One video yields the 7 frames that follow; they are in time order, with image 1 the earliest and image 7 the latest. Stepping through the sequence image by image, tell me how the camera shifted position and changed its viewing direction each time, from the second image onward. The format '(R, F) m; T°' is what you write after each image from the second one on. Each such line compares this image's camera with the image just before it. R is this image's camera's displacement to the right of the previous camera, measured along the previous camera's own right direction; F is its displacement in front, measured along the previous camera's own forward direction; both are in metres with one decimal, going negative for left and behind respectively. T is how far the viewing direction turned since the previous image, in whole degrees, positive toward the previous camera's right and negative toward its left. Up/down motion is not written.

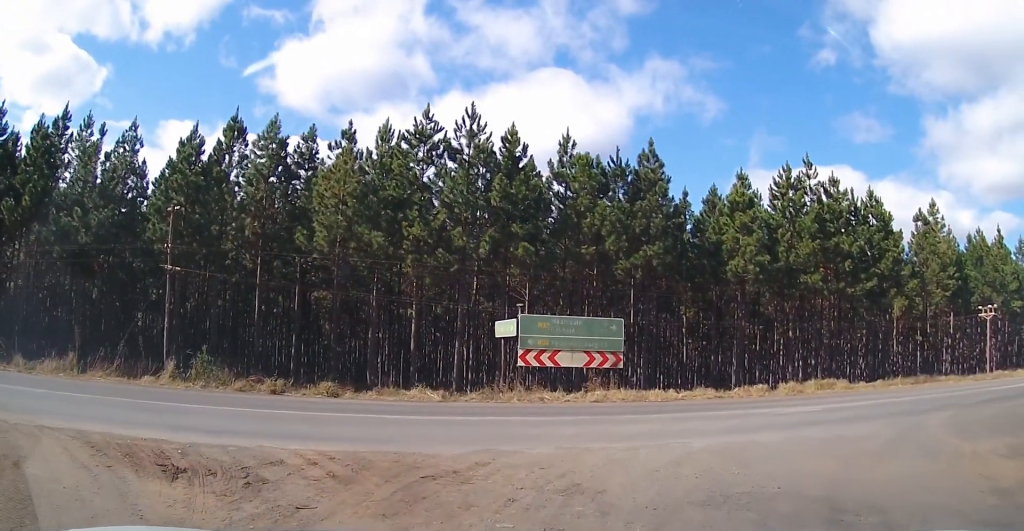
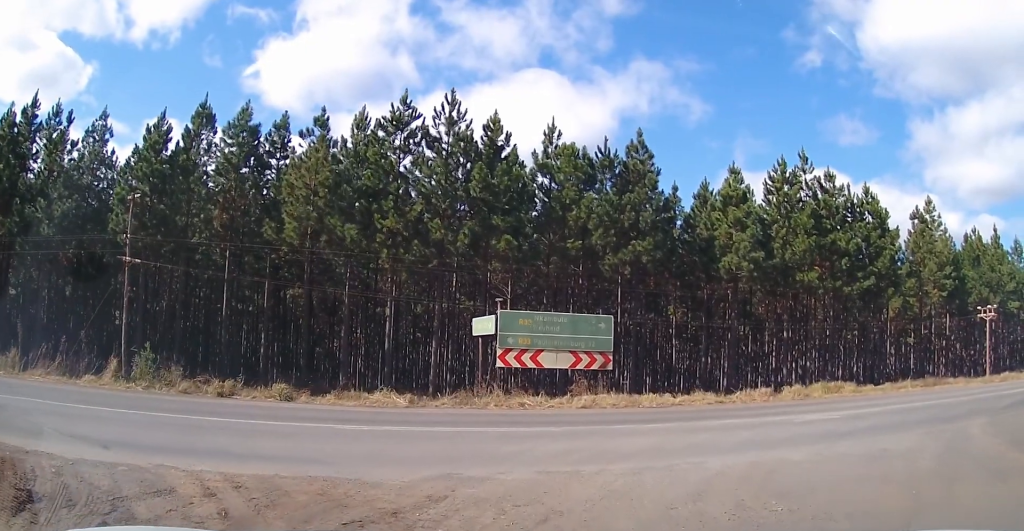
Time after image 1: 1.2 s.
(0.0, +2.8) m; +6°
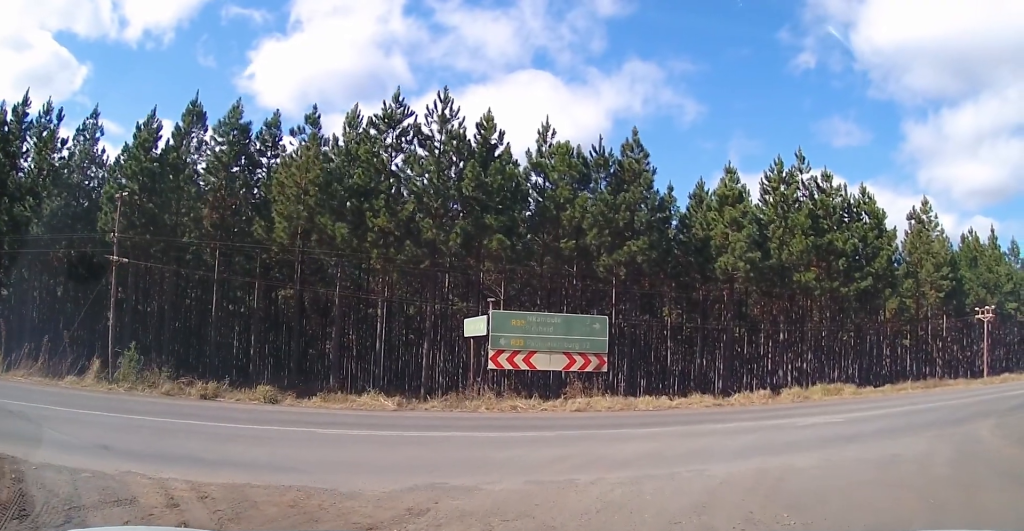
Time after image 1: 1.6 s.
(0.0, +0.7) m; +6°
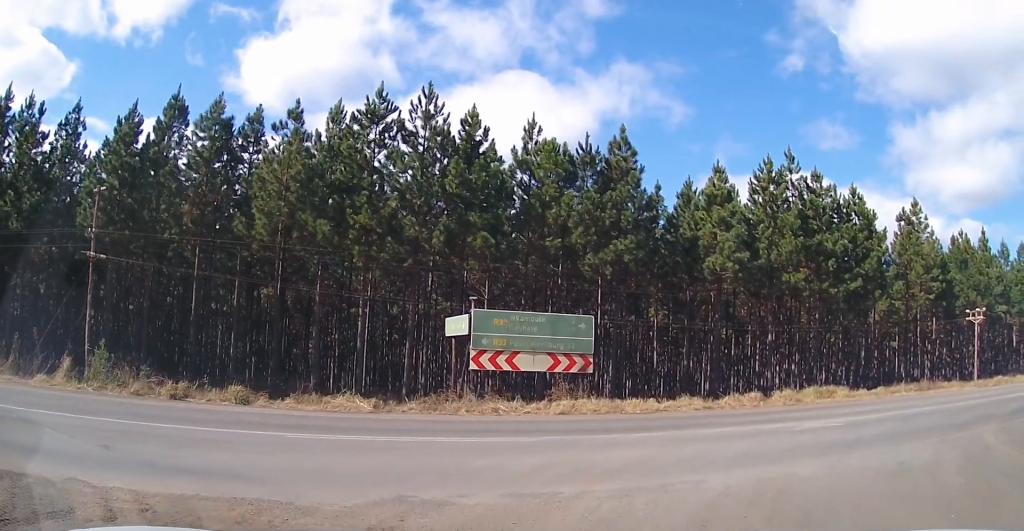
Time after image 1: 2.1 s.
(+0.1, +0.7) m; +8°
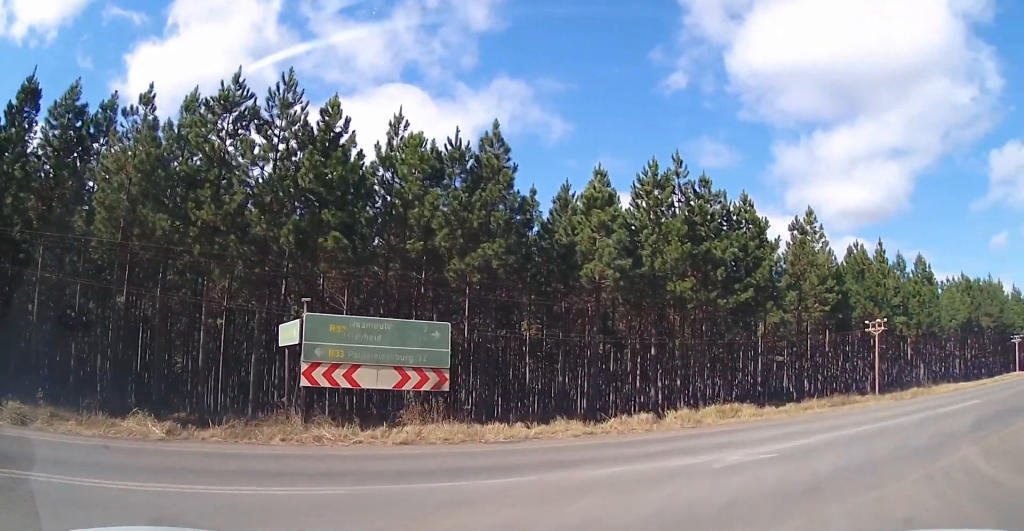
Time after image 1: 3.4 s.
(+0.5, +2.3) m; +16°
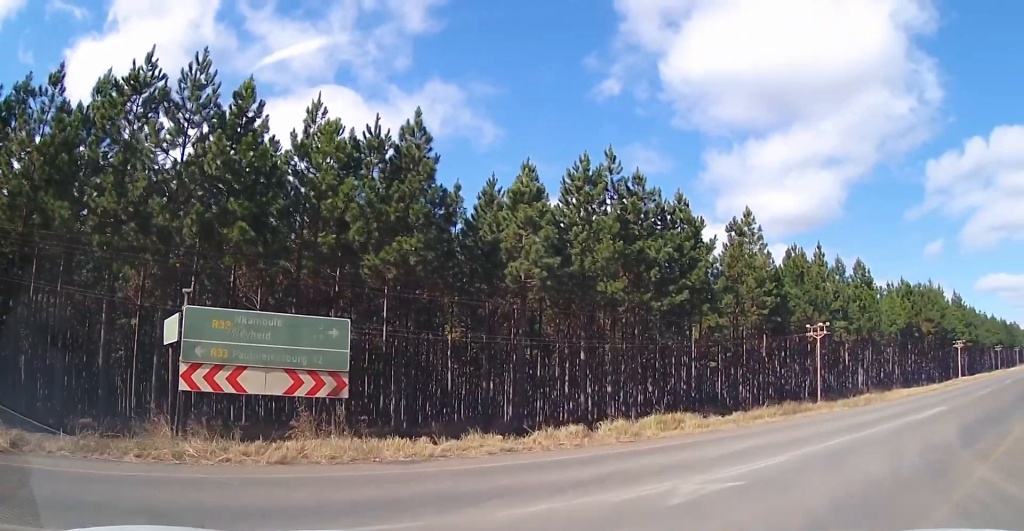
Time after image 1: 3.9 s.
(0.0, +1.4) m; +4°
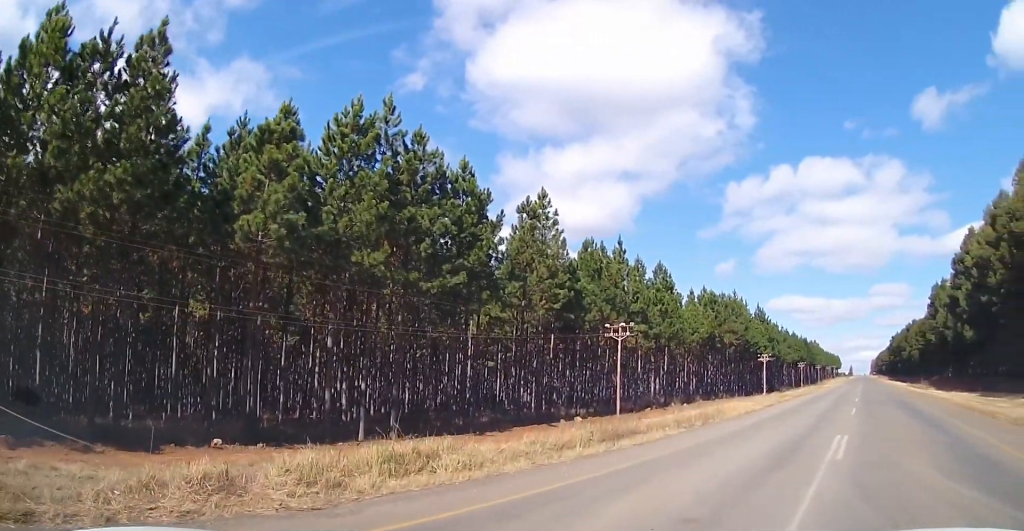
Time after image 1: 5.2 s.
(+0.4, +5.5) m; +9°
